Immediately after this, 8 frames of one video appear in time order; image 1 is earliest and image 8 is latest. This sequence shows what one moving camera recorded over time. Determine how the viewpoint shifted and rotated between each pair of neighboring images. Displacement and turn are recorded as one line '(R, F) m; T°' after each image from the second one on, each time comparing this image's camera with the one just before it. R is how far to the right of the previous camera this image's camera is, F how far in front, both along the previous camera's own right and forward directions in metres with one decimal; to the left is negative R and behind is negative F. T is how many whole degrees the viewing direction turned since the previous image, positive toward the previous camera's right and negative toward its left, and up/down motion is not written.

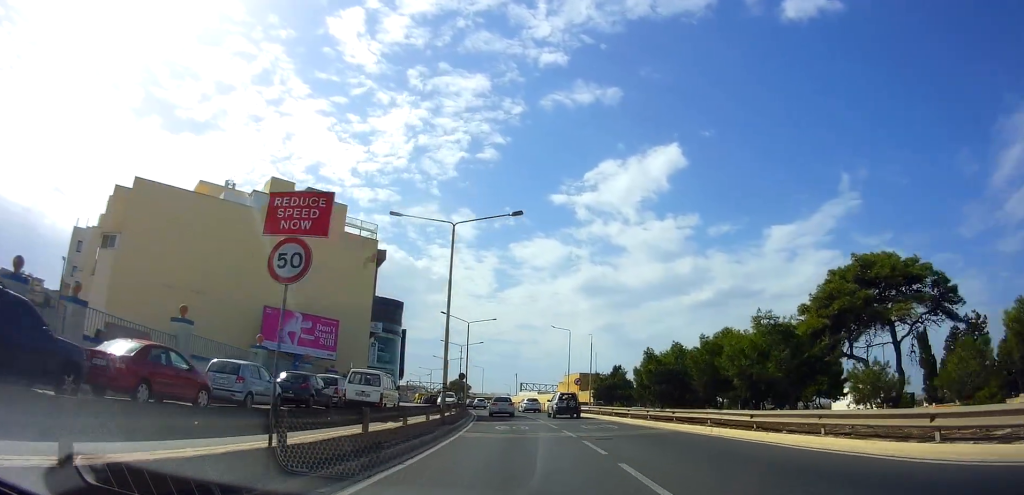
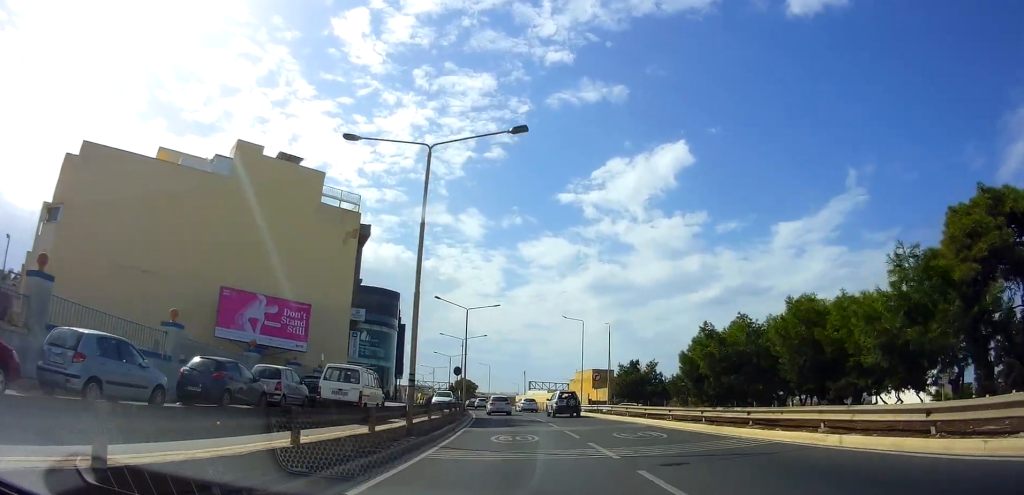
(-0.1, +7.4) m; -1°
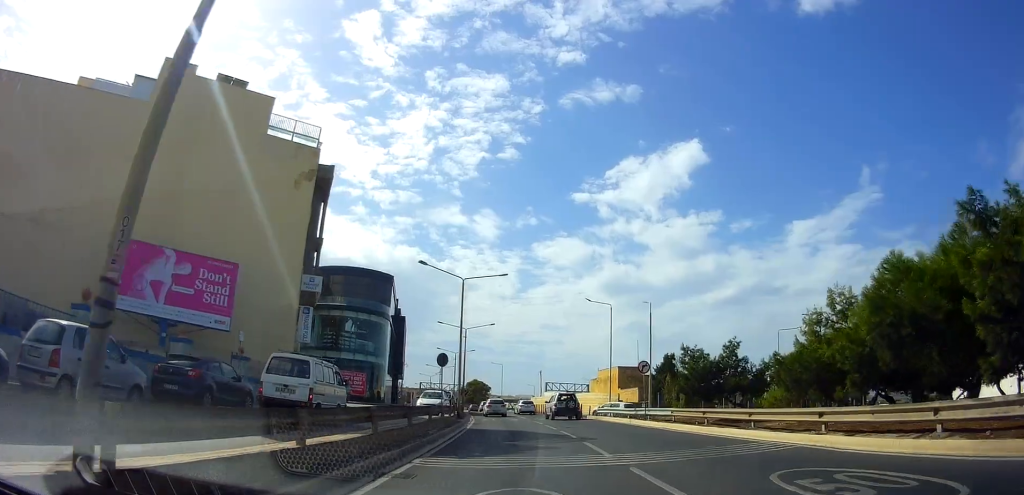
(+0.6, +11.7) m; -3°
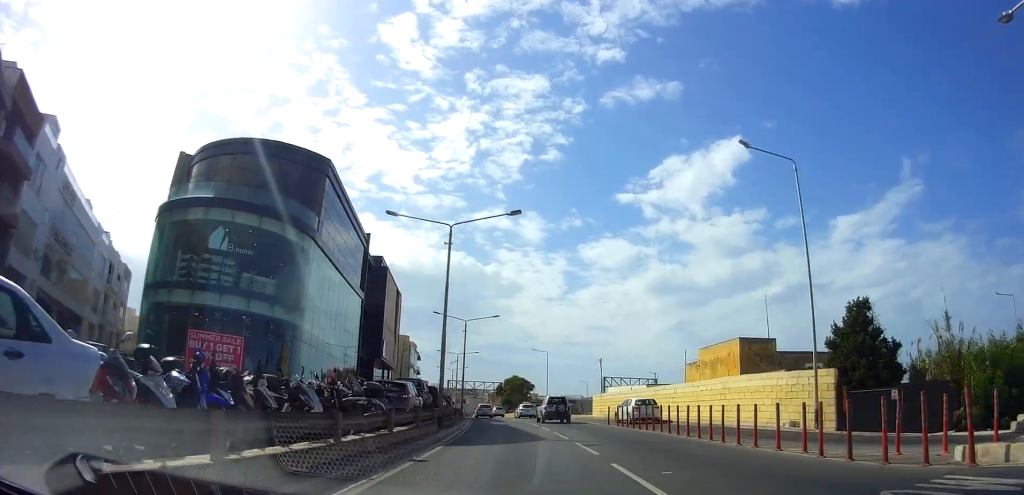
(-1.7, +33.3) m; -2°
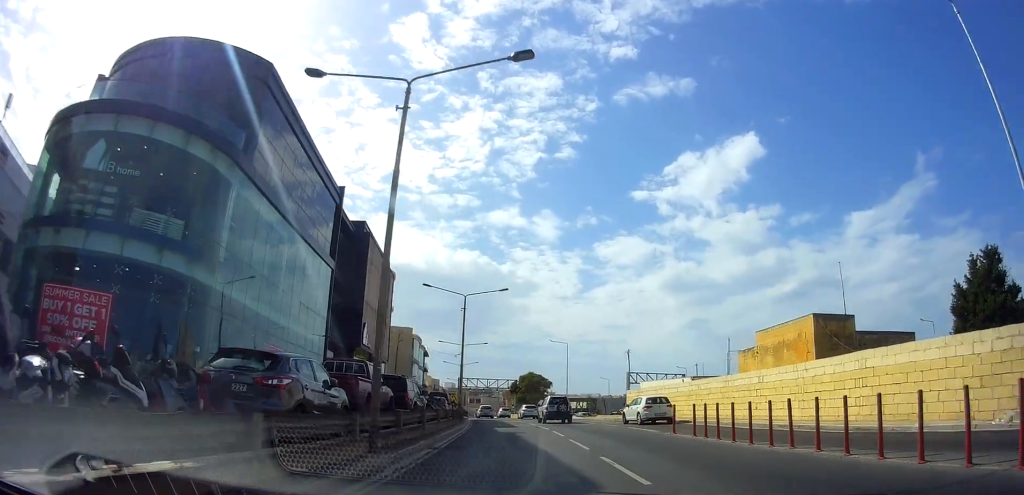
(+0.1, +10.6) m; -3°
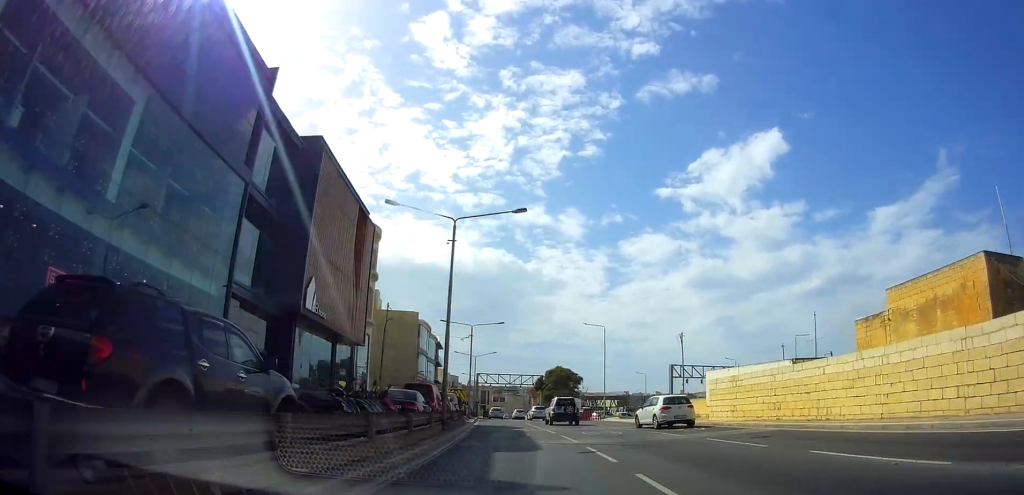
(-0.9, +14.7) m; -6°
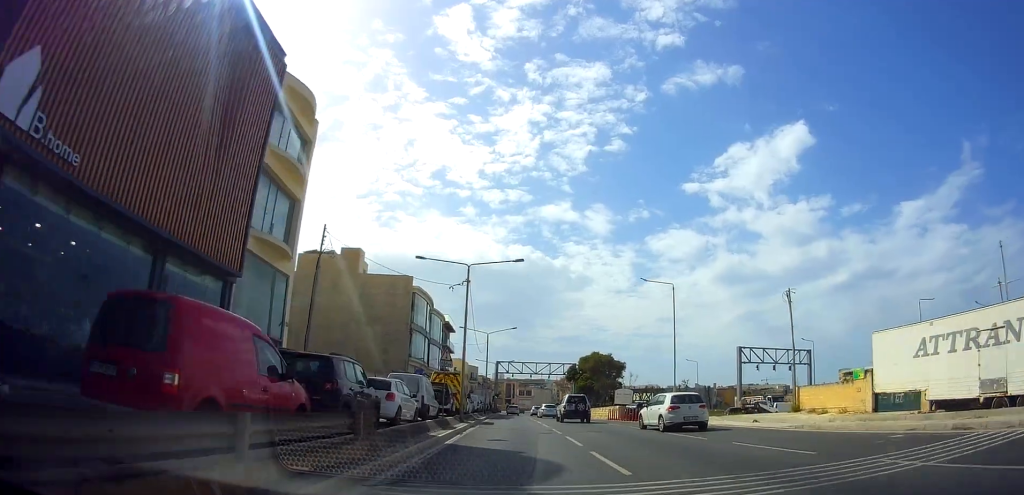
(-0.4, +20.4) m; 0°
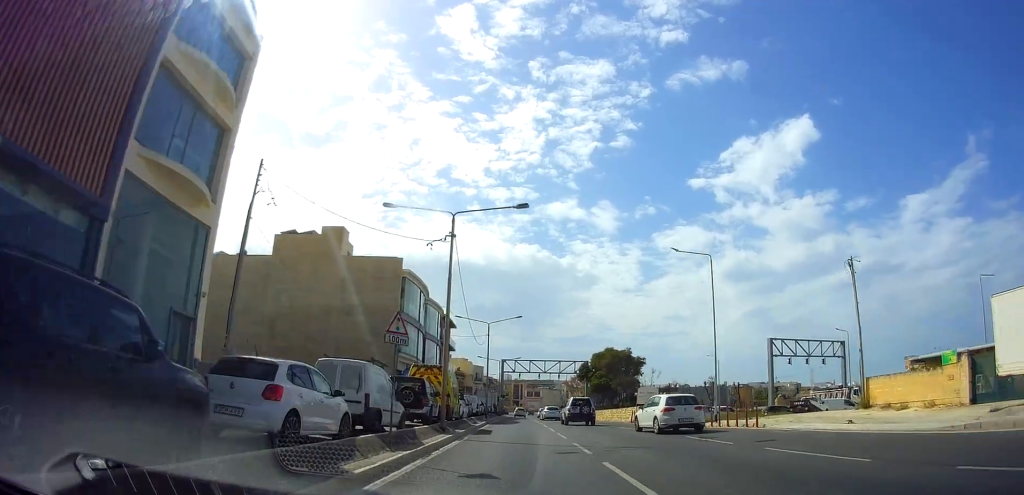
(+0.4, +7.9) m; 0°
